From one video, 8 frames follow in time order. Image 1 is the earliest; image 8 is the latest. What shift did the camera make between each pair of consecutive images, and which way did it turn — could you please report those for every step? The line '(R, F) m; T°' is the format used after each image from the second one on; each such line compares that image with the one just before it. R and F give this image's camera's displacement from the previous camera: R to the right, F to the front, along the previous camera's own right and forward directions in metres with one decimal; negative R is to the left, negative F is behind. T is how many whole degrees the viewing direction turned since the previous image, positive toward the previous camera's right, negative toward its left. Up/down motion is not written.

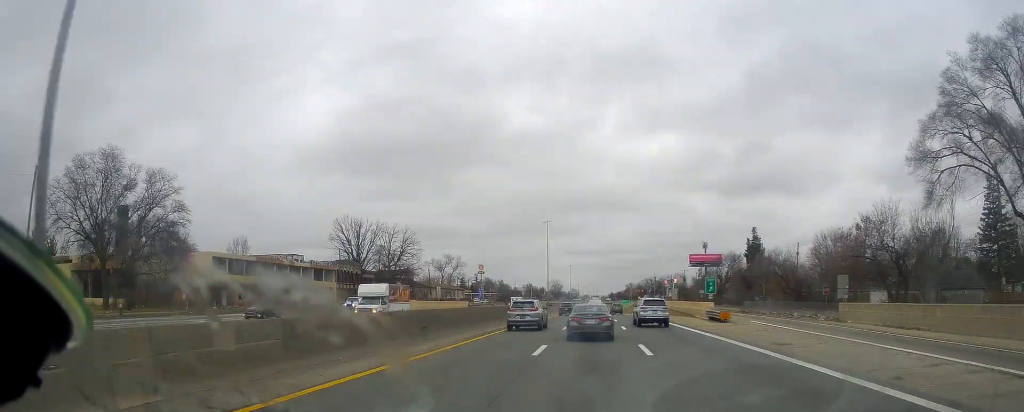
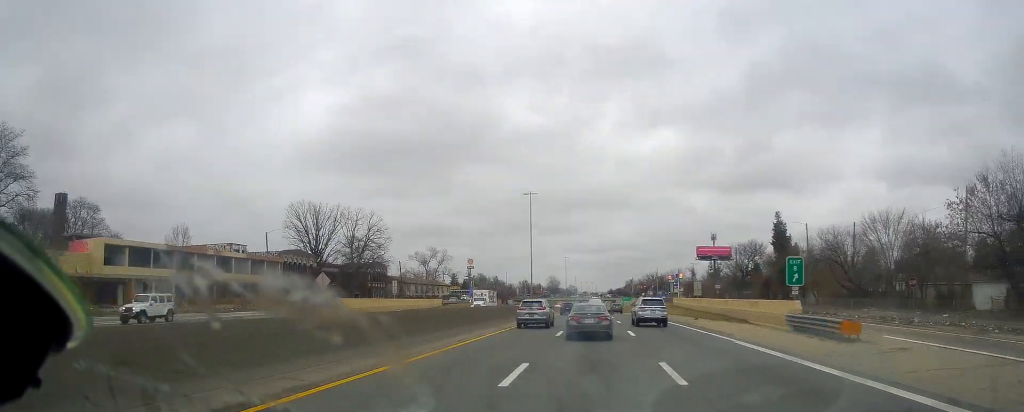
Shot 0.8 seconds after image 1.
(-0.3, +21.5) m; +1°
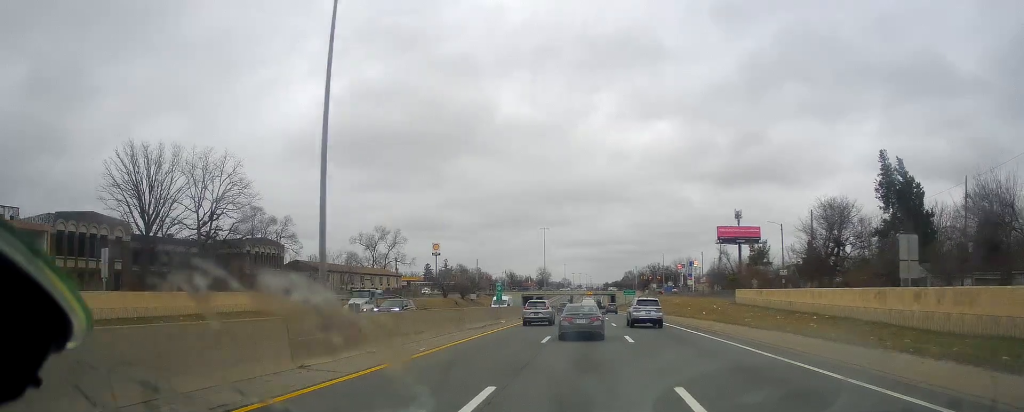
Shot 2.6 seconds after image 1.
(+0.1, +50.0) m; -1°
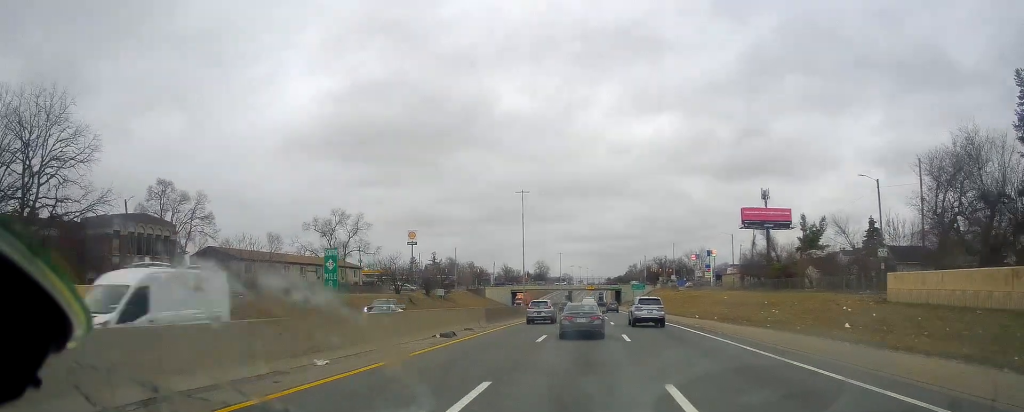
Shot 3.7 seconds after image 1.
(+0.3, +30.4) m; +2°
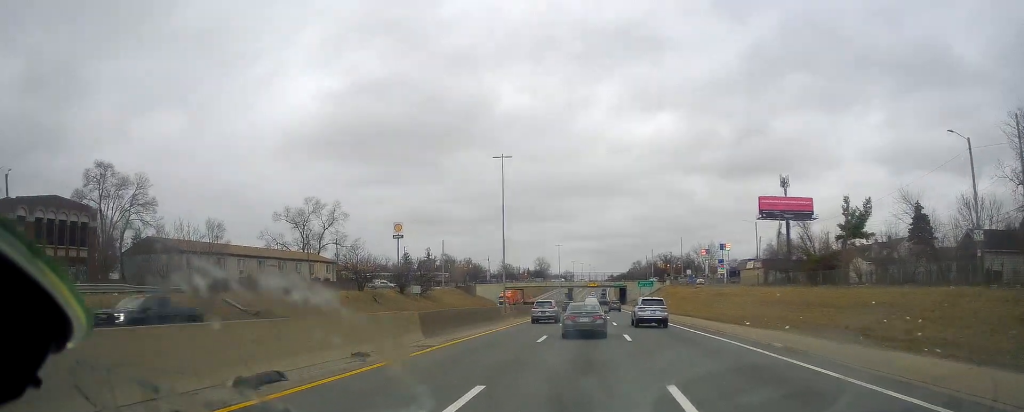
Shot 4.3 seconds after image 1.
(+0.2, +15.6) m; -1°
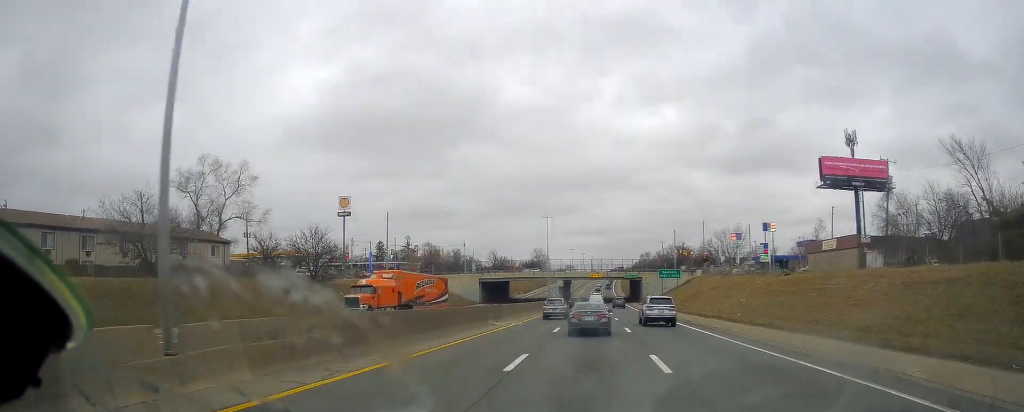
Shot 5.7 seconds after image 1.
(-0.7, +39.8) m; 0°
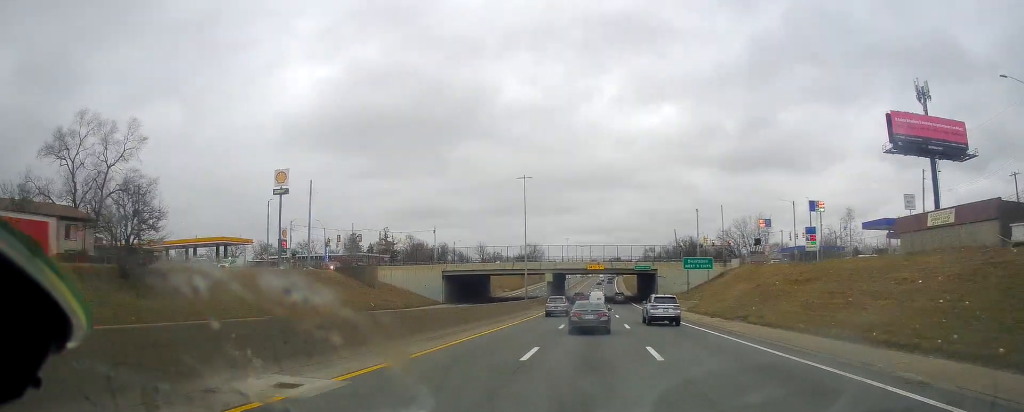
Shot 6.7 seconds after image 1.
(+0.8, +28.2) m; +1°
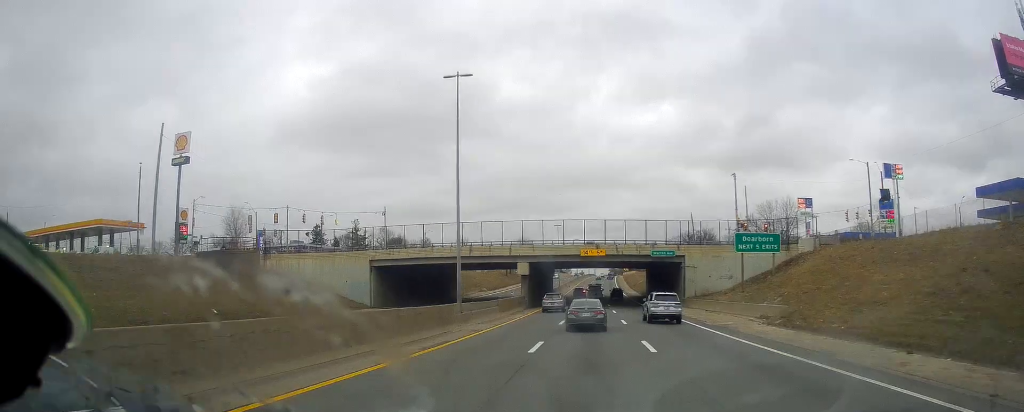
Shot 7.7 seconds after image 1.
(-0.4, +28.7) m; -2°
